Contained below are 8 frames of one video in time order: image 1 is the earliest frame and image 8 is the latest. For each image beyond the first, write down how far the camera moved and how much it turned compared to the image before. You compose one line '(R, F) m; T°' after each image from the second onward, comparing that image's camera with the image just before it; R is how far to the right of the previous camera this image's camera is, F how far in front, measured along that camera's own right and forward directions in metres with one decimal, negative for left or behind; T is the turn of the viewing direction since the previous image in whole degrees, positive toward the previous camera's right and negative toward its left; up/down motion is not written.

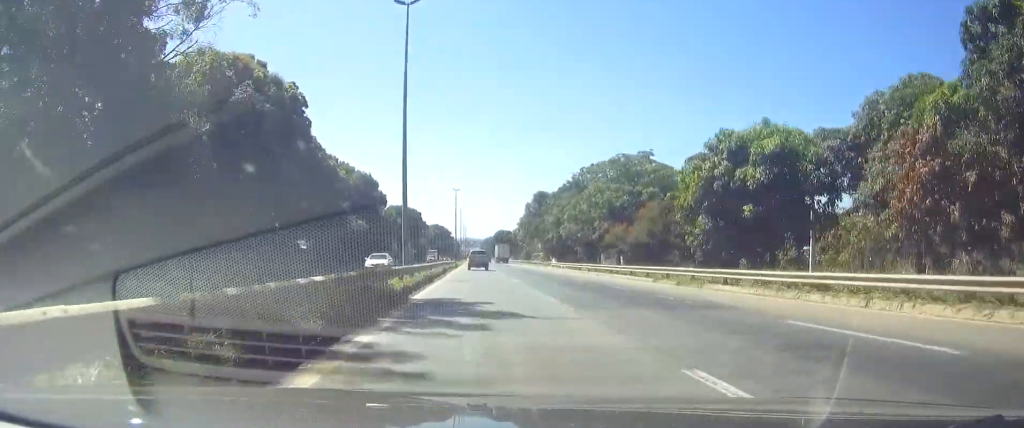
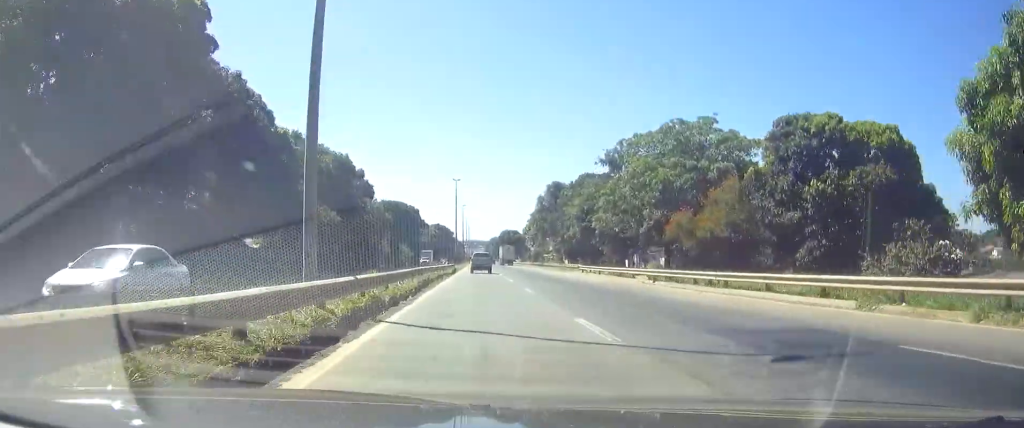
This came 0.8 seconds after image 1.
(+0.1, +19.9) m; 0°
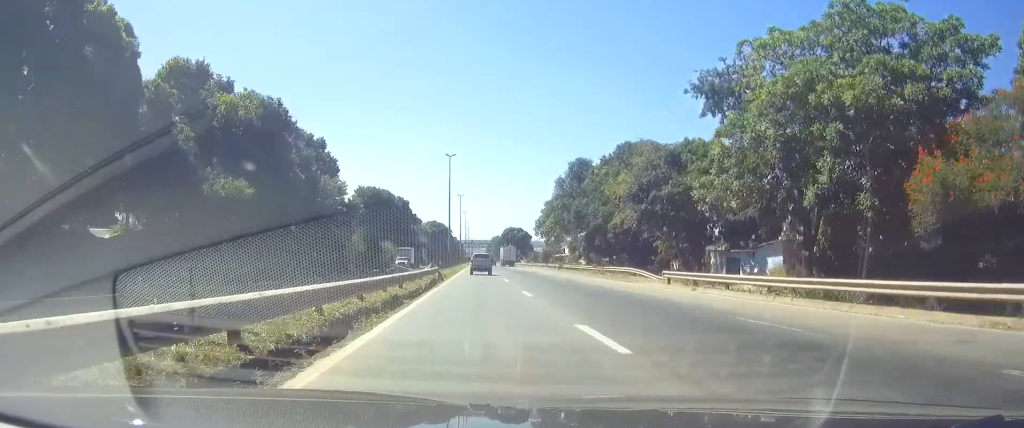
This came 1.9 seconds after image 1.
(-0.2, +27.9) m; 0°
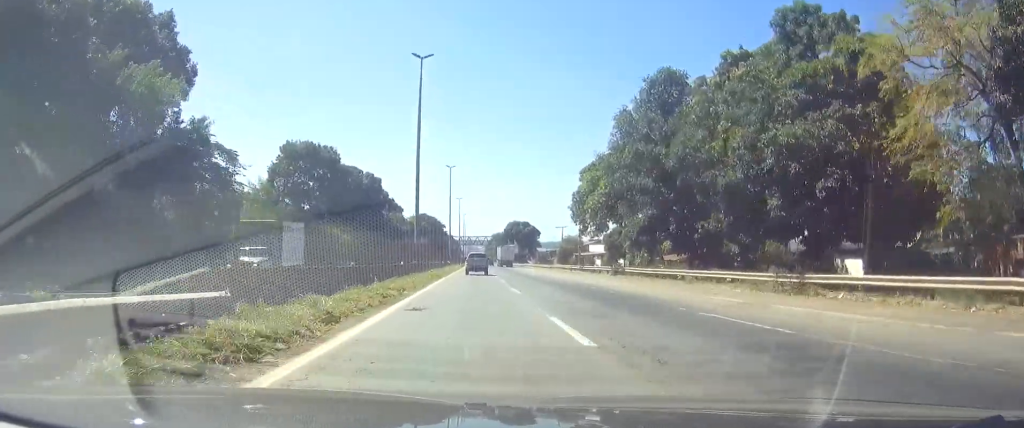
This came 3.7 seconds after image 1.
(+0.2, +42.8) m; 0°
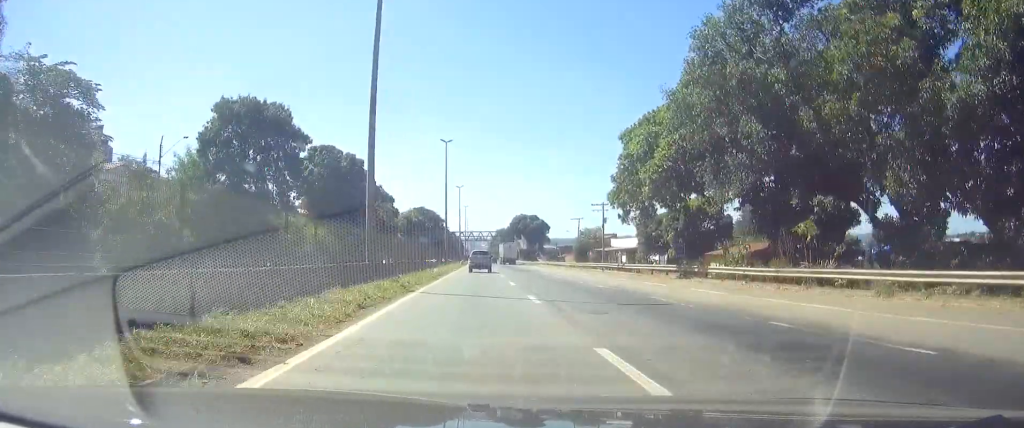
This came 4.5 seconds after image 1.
(0.0, +19.7) m; 0°
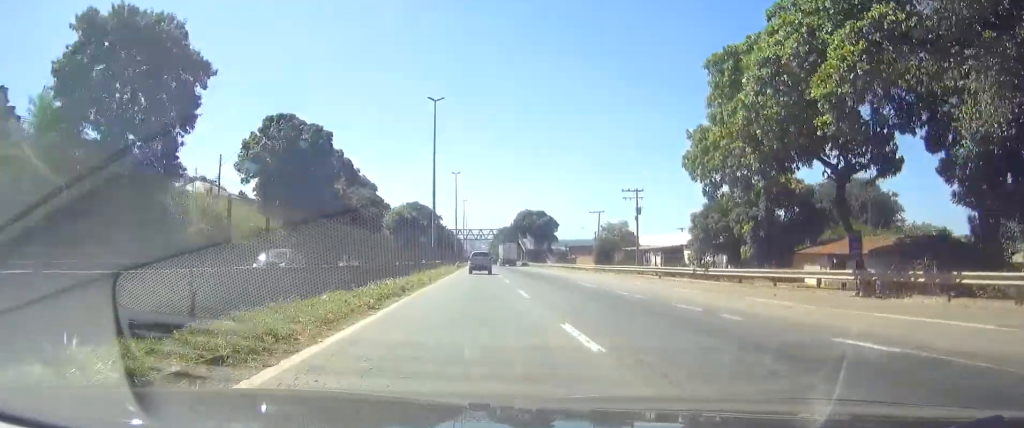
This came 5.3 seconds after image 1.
(+0.1, +21.3) m; 0°
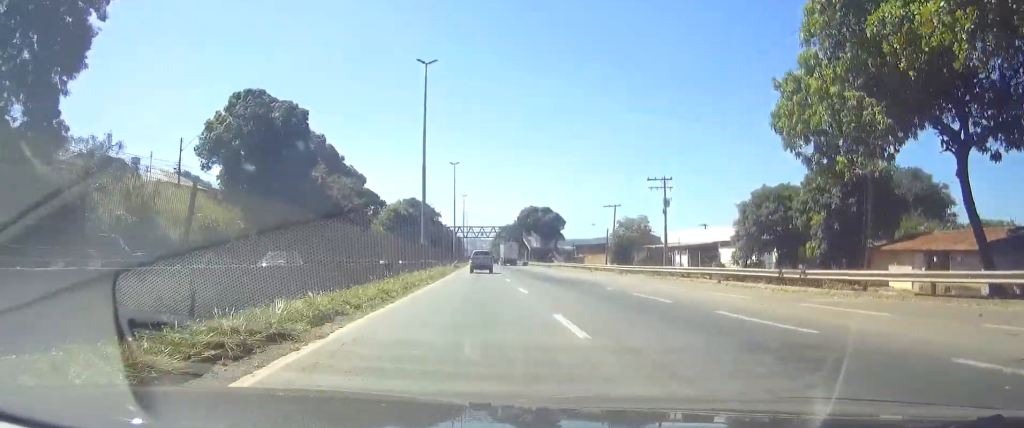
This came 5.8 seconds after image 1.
(-0.1, +11.4) m; 0°
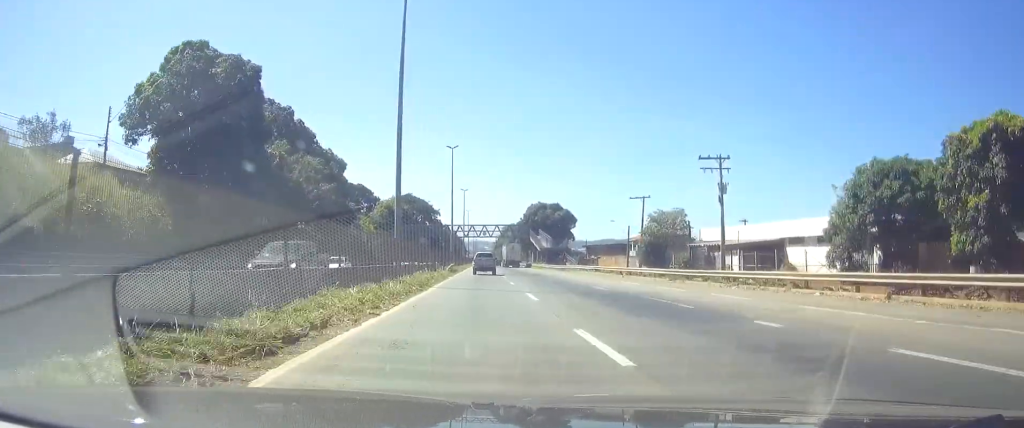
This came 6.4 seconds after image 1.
(0.0, +15.4) m; 0°
